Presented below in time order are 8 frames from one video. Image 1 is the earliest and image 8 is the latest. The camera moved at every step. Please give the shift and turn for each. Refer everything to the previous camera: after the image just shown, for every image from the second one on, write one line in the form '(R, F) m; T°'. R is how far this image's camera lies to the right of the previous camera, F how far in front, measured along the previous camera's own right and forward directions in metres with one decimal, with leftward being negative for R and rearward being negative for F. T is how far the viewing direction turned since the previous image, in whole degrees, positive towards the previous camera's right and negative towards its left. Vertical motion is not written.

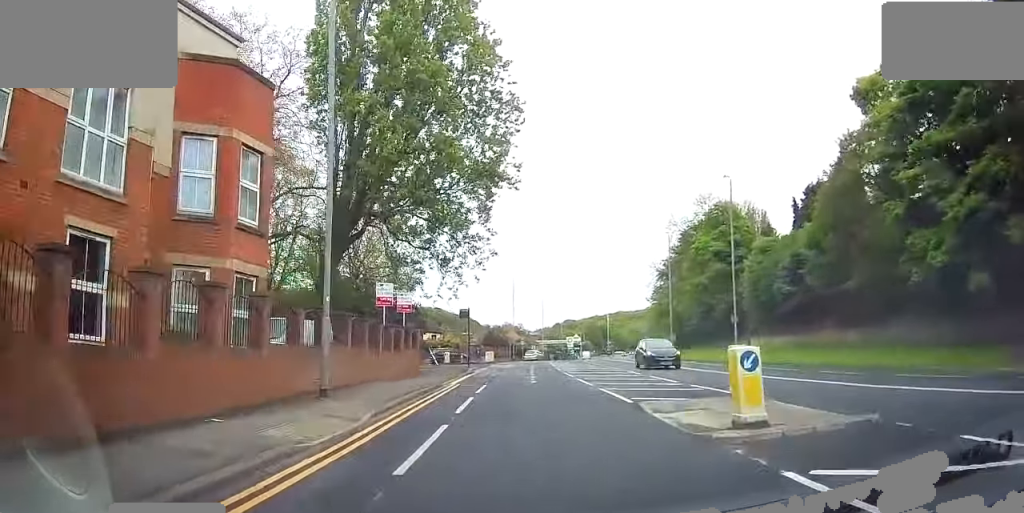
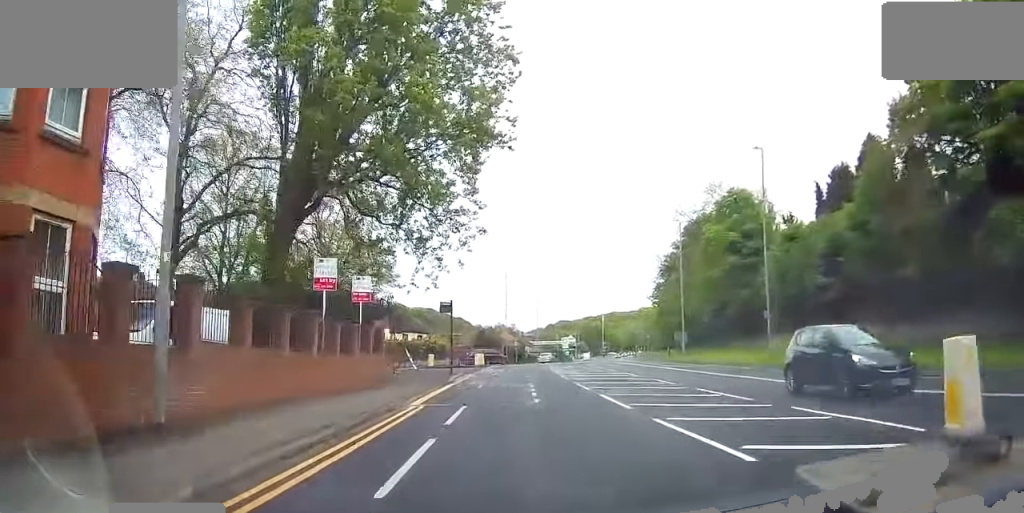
(-0.1, +7.2) m; 0°
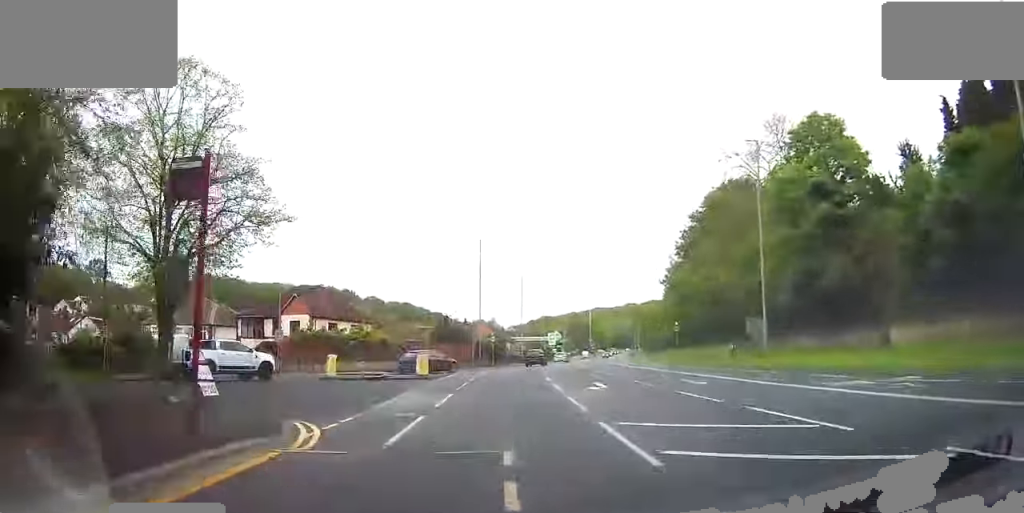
(+0.7, +23.3) m; +3°
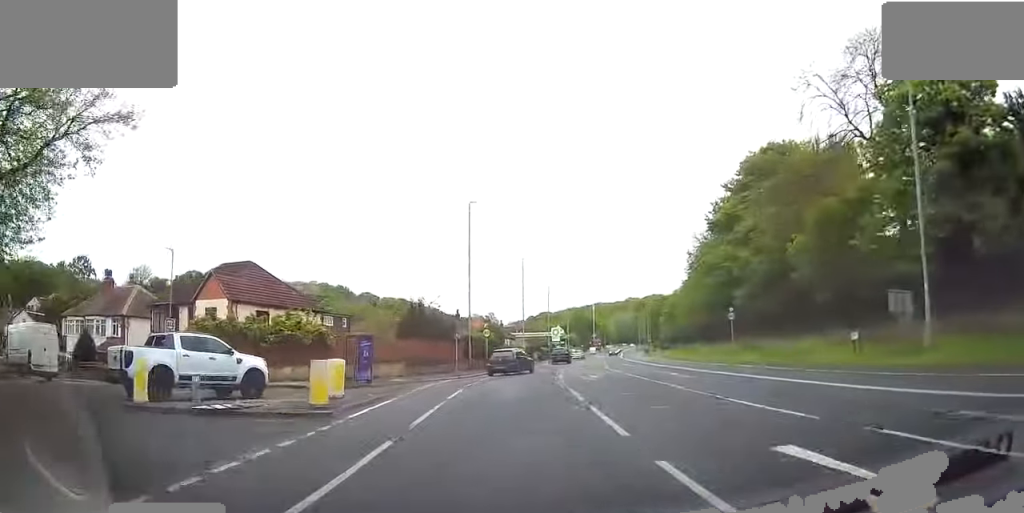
(-0.4, +16.0) m; -2°
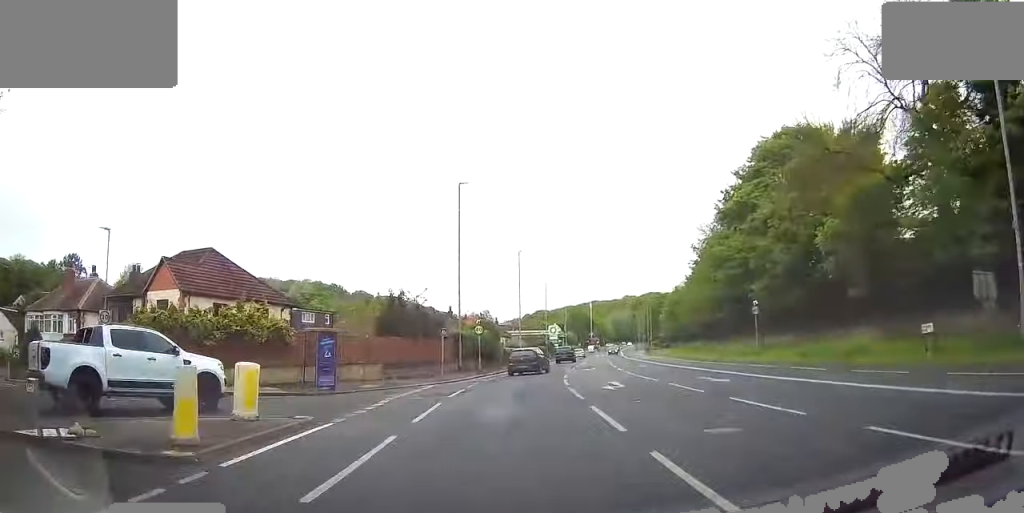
(0.0, +5.6) m; +1°
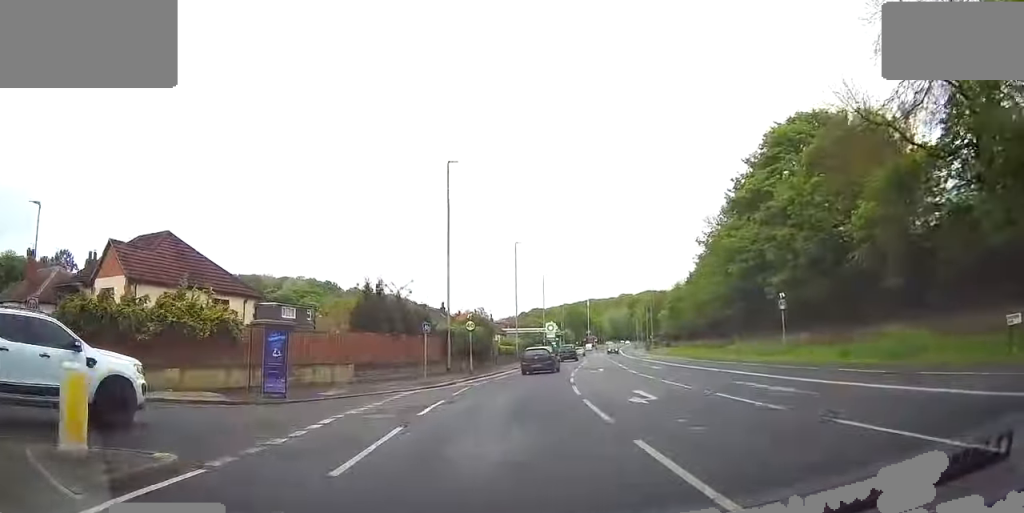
(-0.1, +4.9) m; +1°
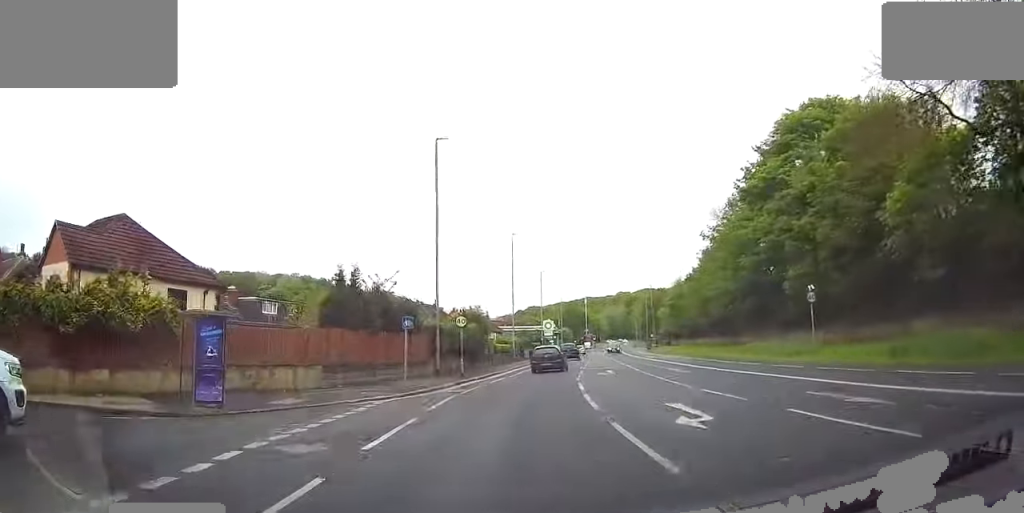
(+0.1, +4.2) m; +1°
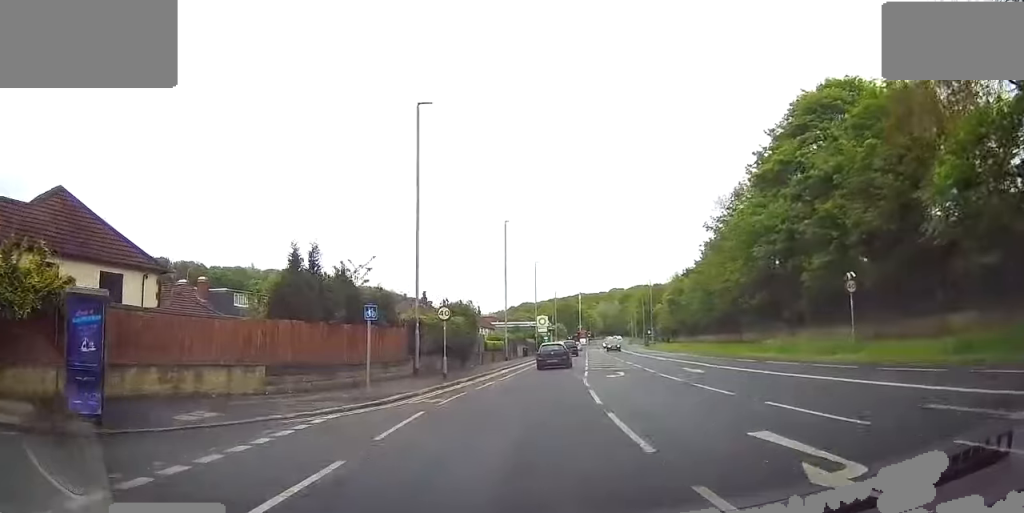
(+0.2, +4.9) m; +1°
